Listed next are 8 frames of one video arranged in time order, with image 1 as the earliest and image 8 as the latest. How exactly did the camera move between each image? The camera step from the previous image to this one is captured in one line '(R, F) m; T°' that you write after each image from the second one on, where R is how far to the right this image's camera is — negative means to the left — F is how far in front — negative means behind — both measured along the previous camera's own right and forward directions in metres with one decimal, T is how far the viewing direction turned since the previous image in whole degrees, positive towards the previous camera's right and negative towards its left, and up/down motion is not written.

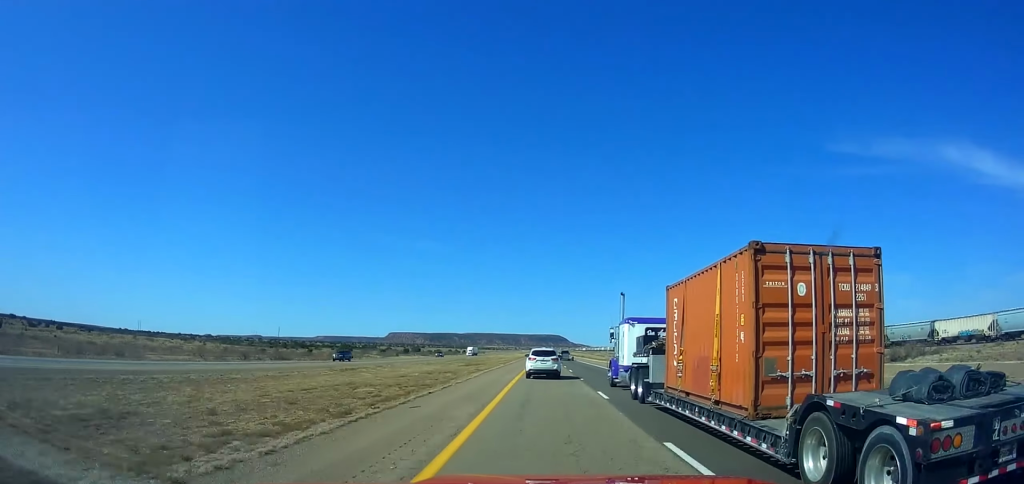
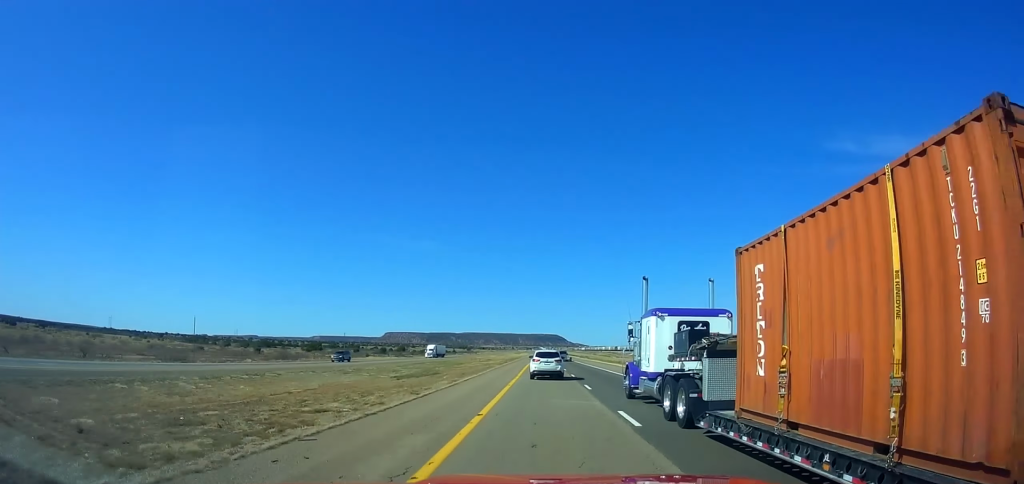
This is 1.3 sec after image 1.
(-0.1, +42.5) m; 0°
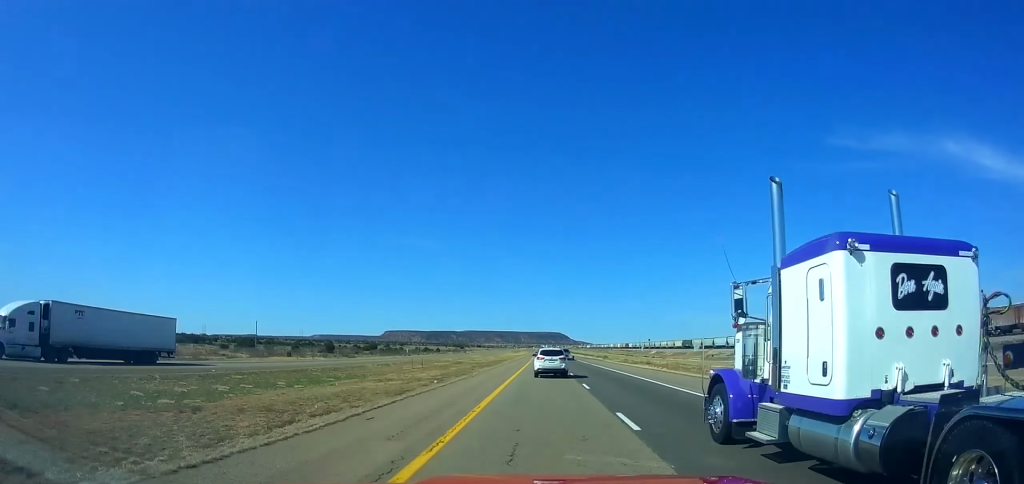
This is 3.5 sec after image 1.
(+0.3, +72.7) m; 0°
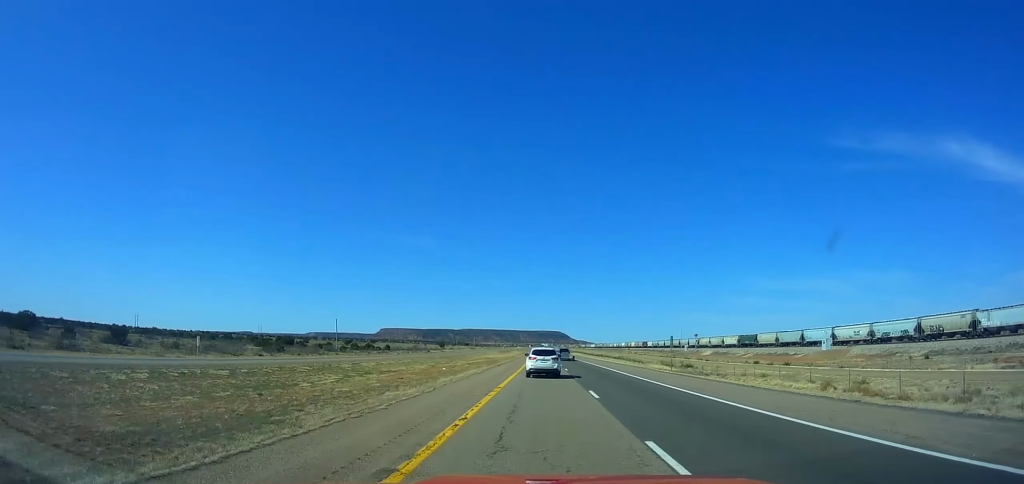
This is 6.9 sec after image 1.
(0.0, +112.8) m; 0°
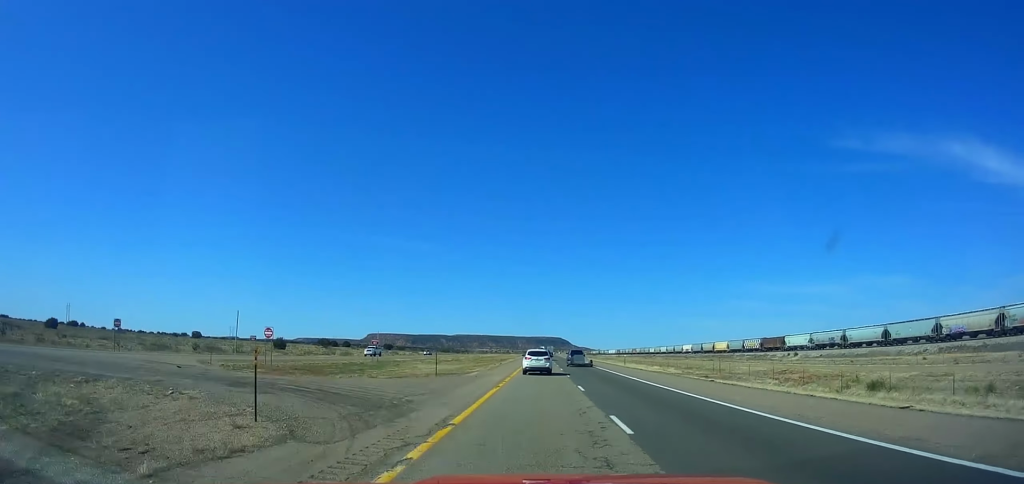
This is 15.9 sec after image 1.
(-0.2, +300.1) m; 0°
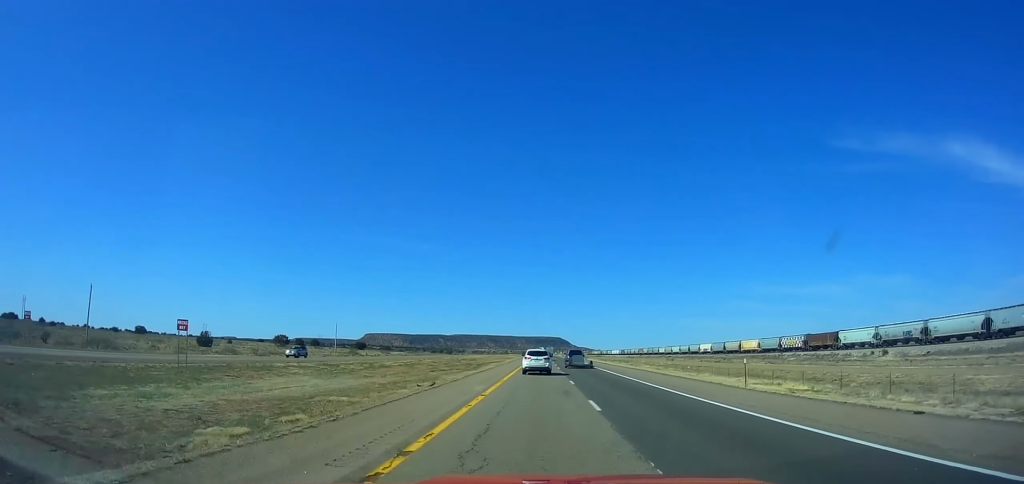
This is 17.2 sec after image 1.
(-0.2, +44.0) m; 0°
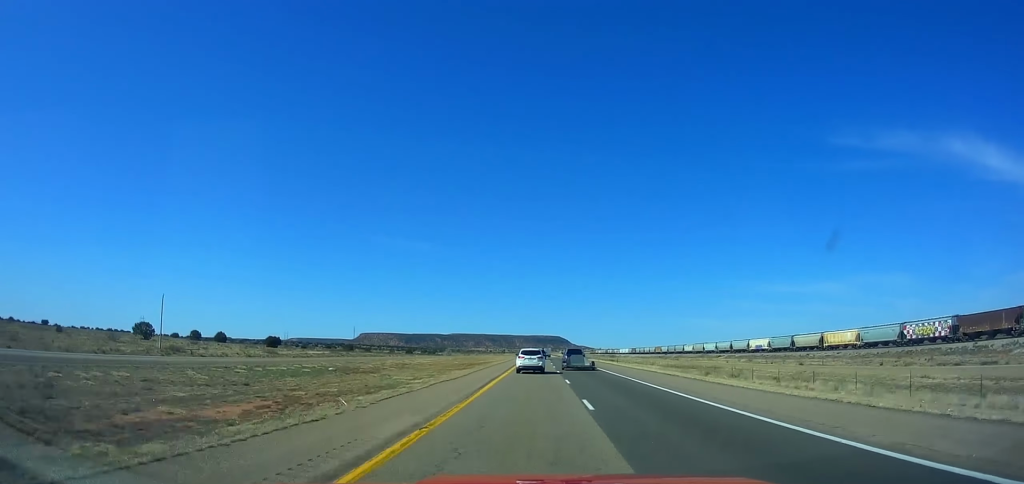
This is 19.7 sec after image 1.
(-0.2, +84.9) m; 0°
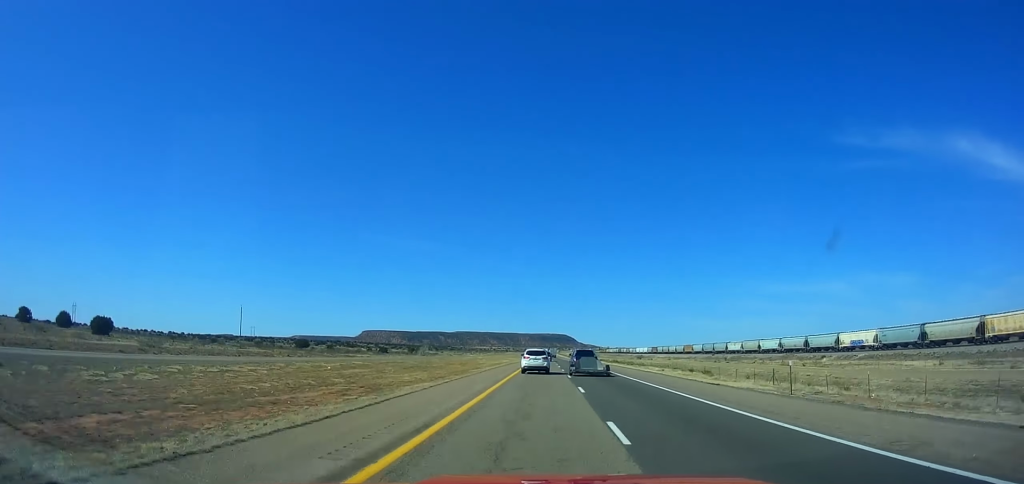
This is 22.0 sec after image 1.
(+0.7, +78.3) m; 0°
